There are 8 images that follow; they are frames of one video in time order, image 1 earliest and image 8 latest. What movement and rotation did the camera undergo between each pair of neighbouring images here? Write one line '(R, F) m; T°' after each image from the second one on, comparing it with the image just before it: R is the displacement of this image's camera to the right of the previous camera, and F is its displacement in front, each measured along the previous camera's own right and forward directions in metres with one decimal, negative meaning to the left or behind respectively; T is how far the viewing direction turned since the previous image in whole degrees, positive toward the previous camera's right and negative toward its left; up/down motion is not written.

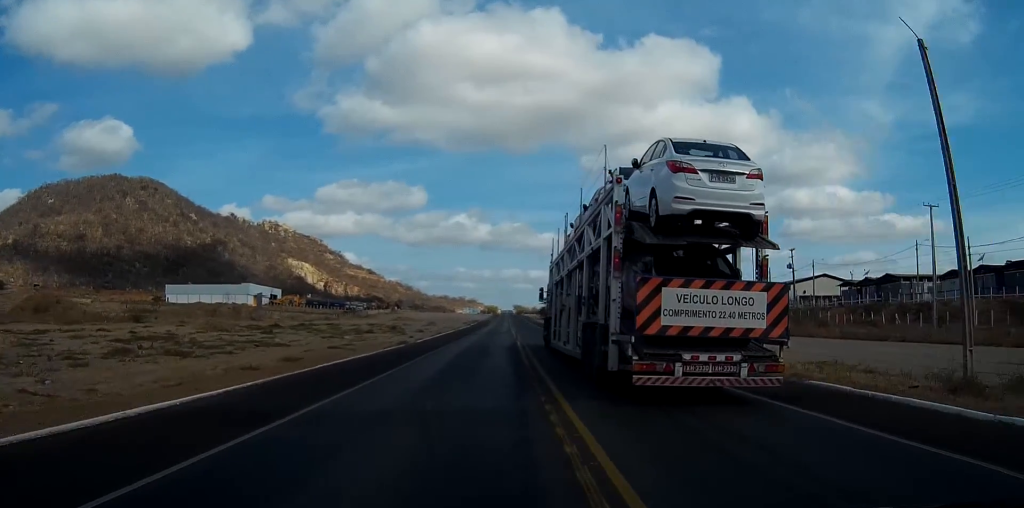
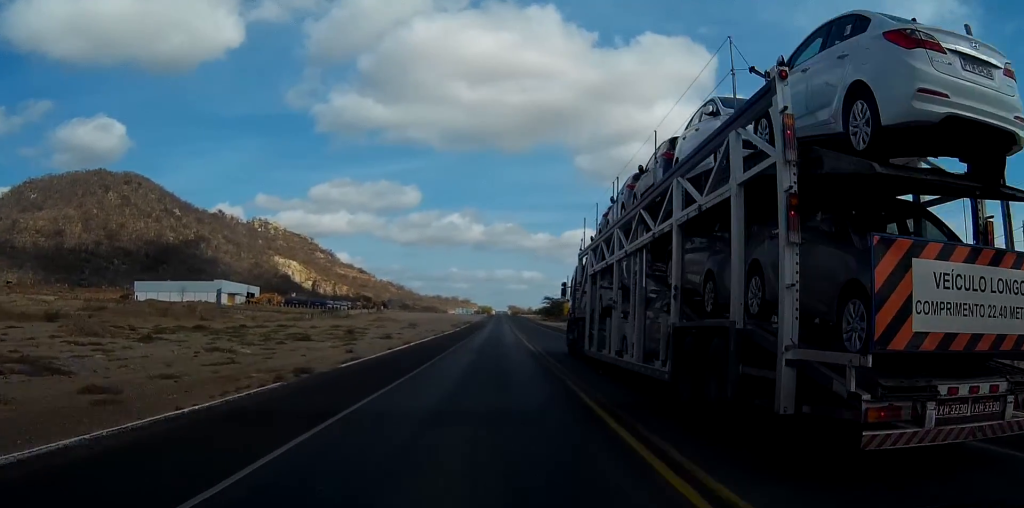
(0.0, +23.4) m; 0°
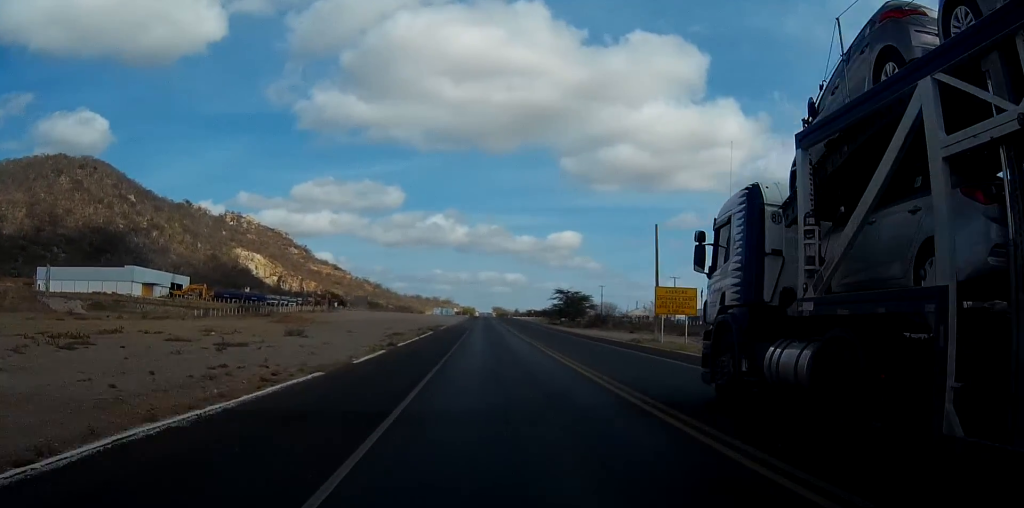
(+0.8, +58.0) m; +2°
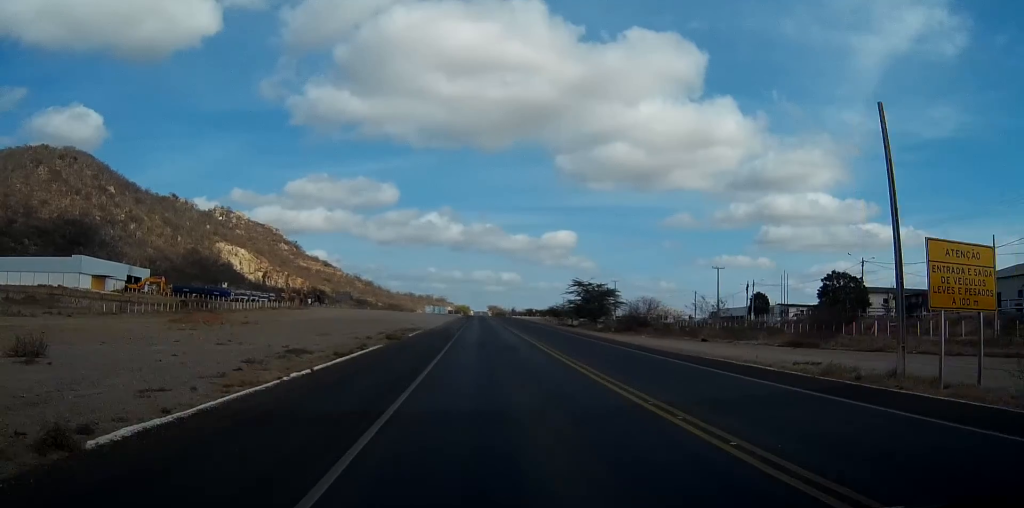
(+0.2, +27.0) m; 0°
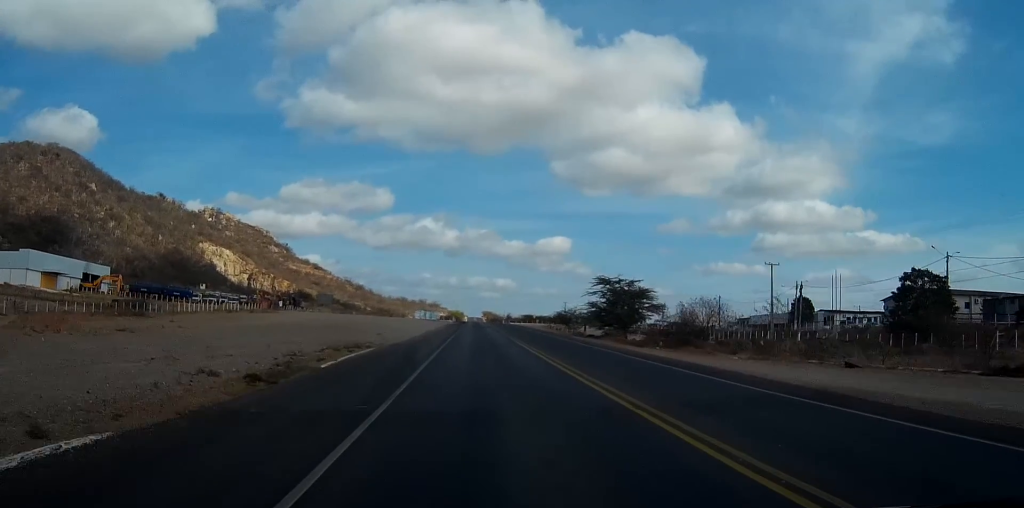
(0.0, +22.3) m; +1°
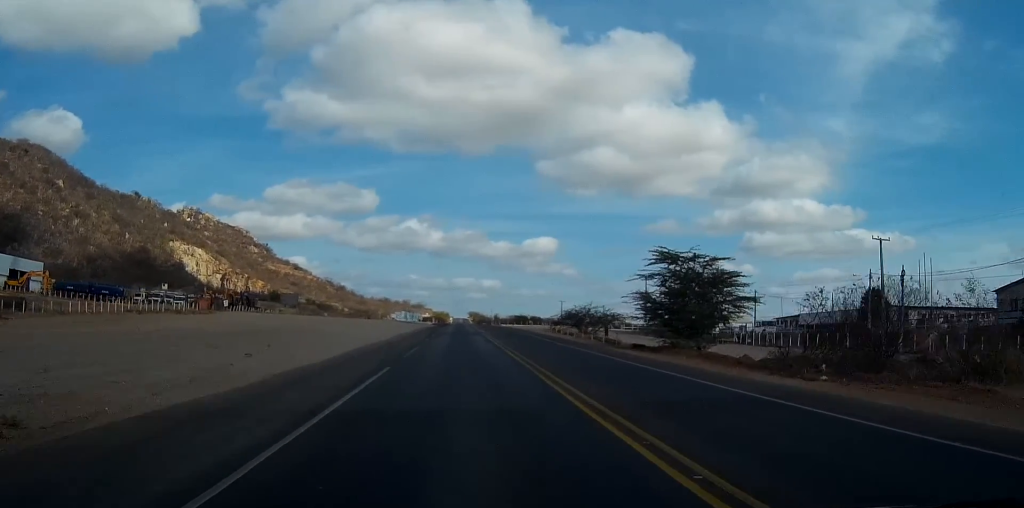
(+0.3, +28.0) m; +1°
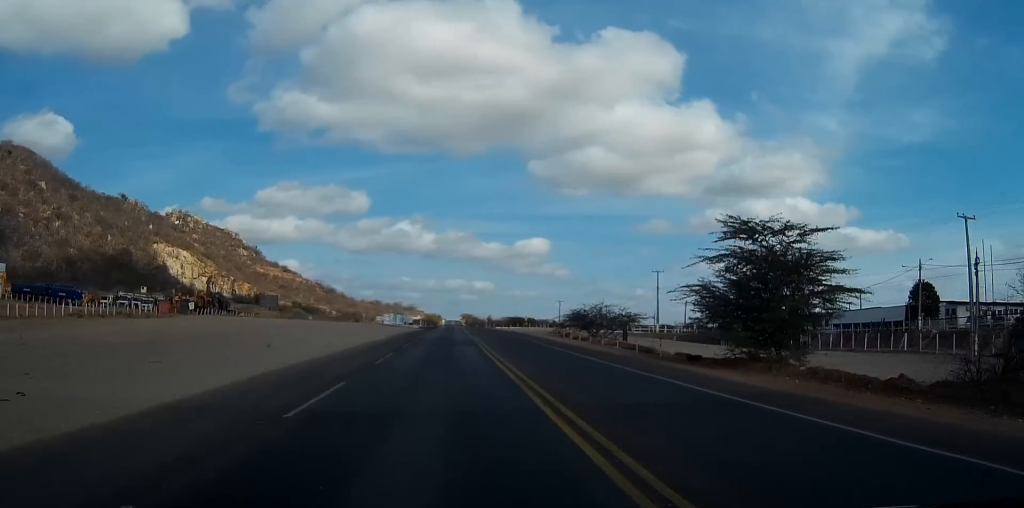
(+0.1, +13.5) m; 0°
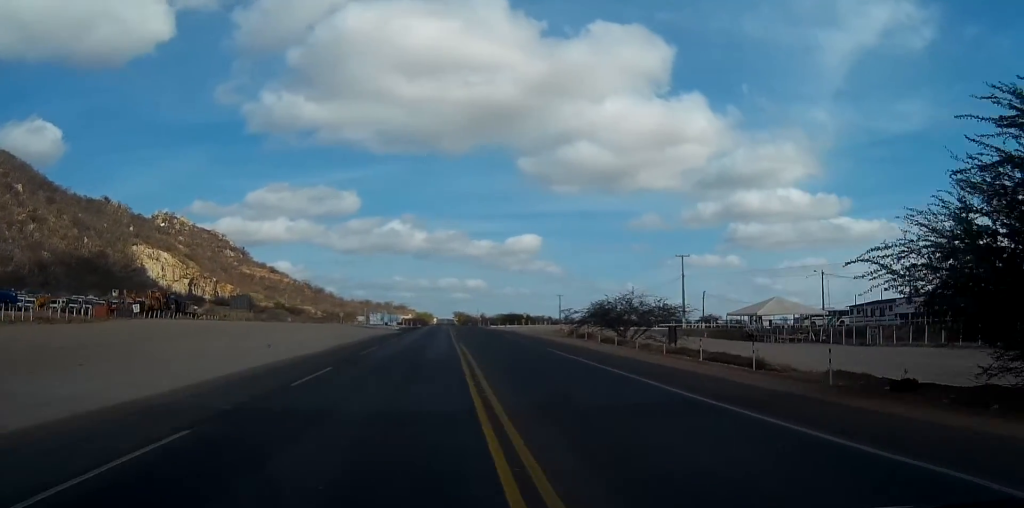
(0.0, +18.4) m; 0°
